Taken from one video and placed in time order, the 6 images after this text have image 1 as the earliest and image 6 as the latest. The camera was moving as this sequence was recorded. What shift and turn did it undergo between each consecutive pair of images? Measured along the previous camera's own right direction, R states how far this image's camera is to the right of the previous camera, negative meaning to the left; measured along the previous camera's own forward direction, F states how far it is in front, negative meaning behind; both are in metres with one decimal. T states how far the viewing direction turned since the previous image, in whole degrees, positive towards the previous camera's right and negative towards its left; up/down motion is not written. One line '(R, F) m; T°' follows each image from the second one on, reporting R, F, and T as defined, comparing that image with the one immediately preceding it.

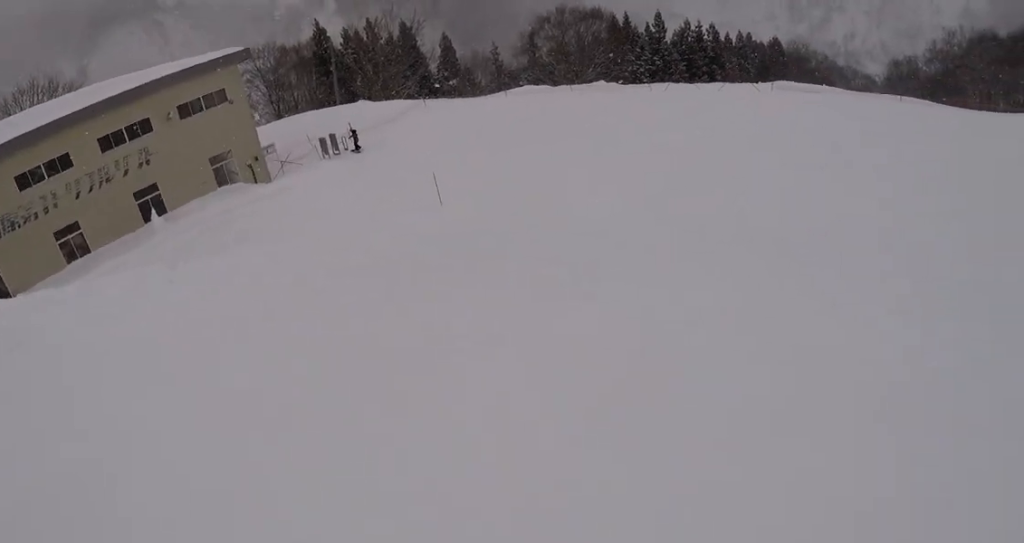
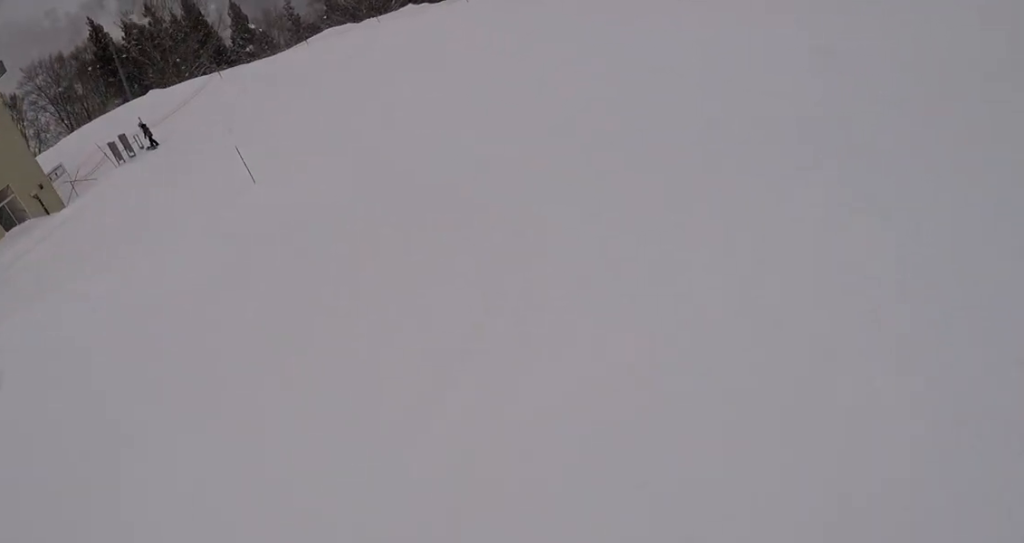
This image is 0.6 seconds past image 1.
(+1.2, +3.8) m; +18°
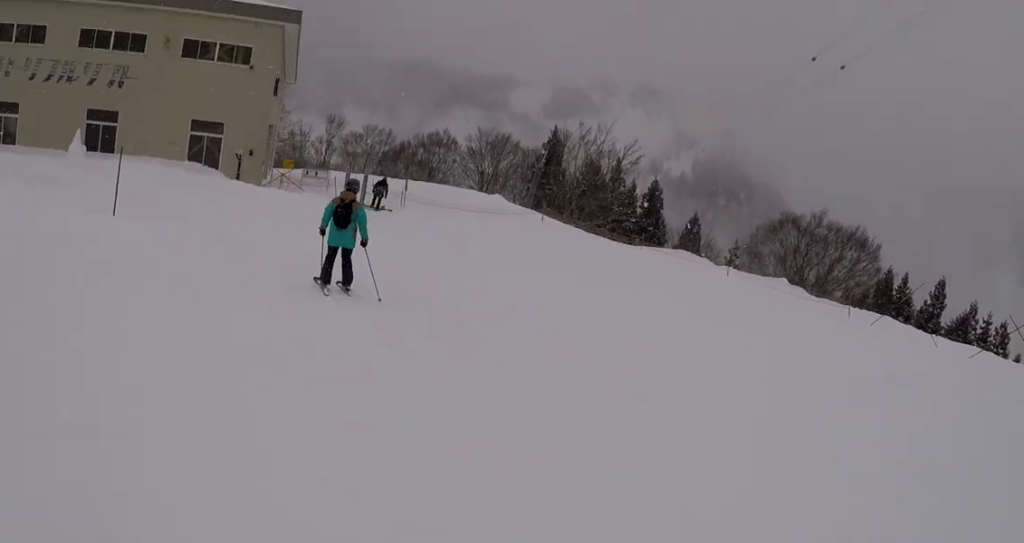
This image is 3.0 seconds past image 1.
(+1.6, +14.7) m; -26°
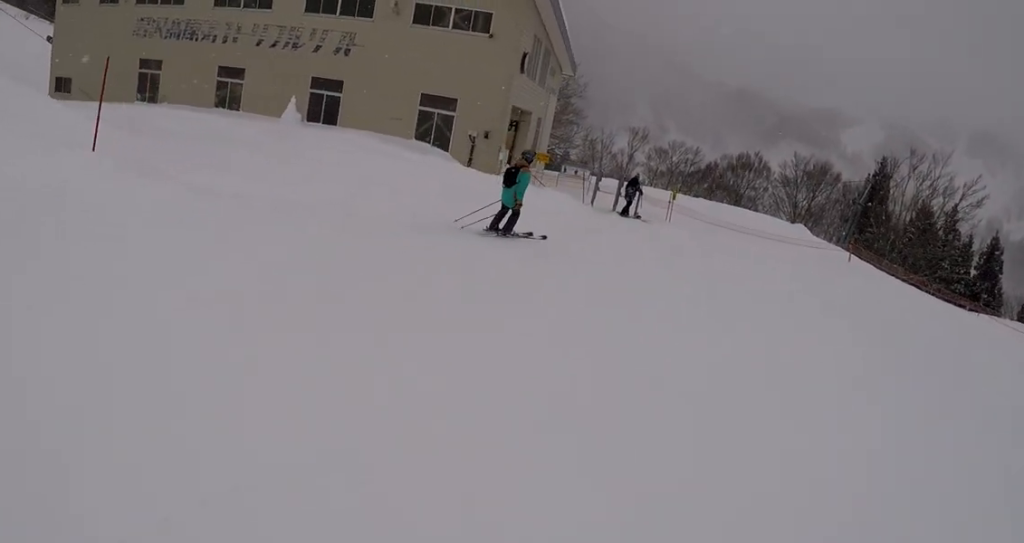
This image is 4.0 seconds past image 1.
(-1.6, +5.3) m; -18°
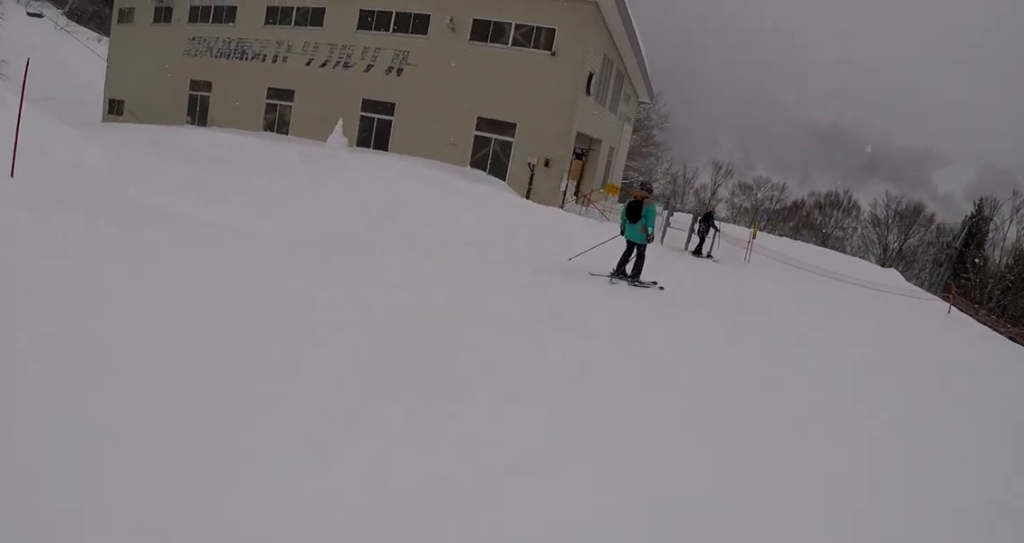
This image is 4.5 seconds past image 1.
(0.0, +2.2) m; -2°
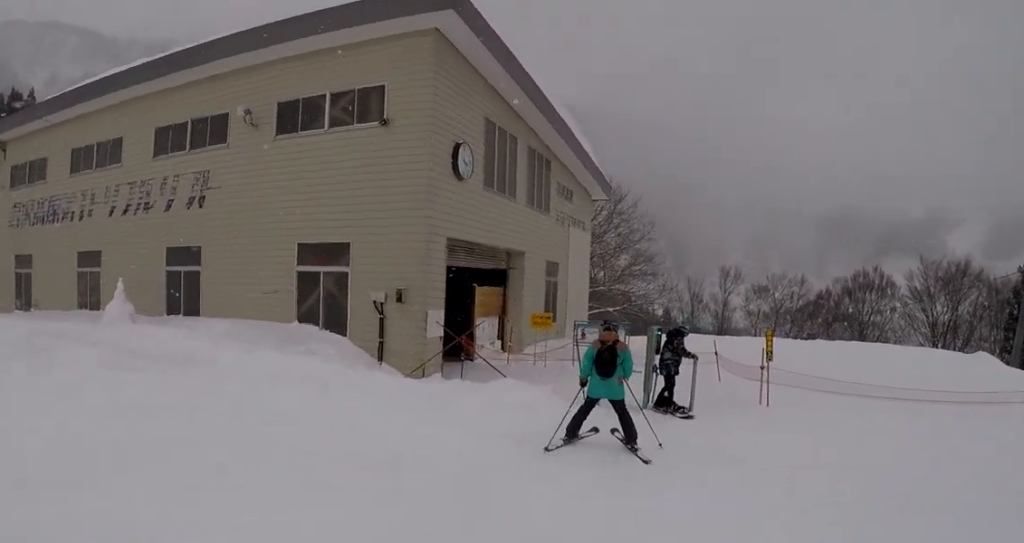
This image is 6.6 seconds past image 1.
(-1.3, +9.7) m; -19°
